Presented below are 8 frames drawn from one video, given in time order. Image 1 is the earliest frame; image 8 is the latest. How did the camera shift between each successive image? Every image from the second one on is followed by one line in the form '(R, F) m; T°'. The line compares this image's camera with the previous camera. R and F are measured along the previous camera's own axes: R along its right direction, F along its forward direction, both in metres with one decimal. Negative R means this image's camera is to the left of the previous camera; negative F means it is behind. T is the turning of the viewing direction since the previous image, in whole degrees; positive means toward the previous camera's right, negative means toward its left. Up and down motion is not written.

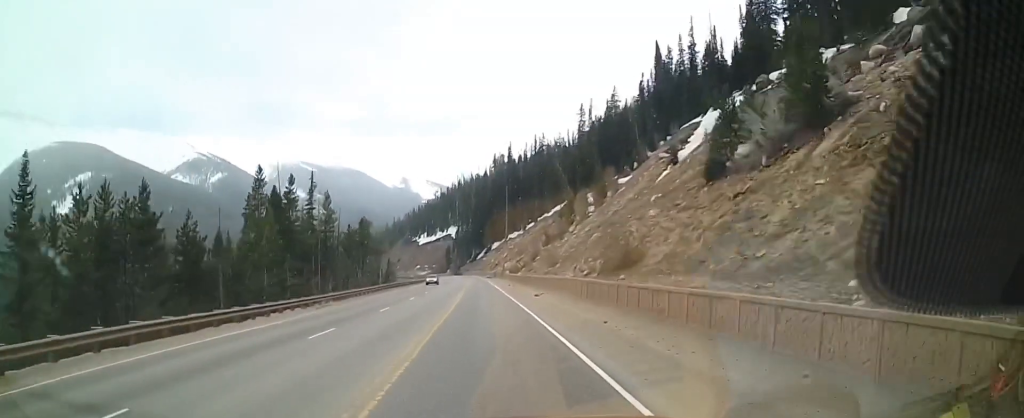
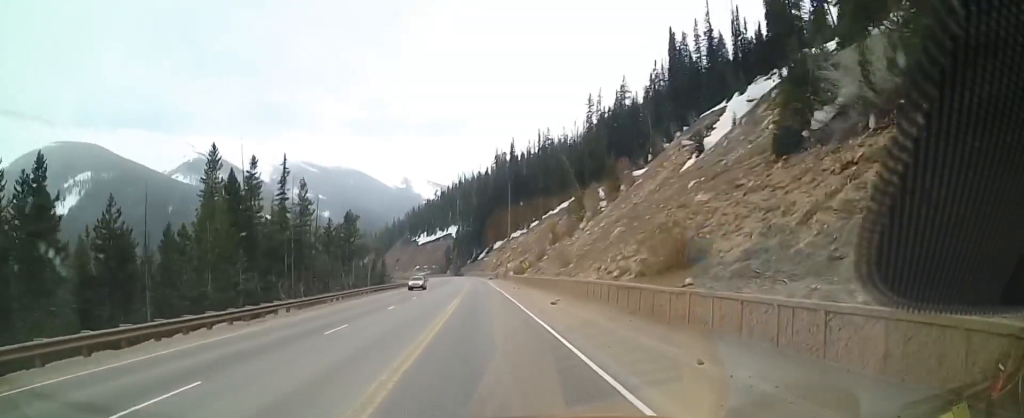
(+0.1, +10.3) m; -1°
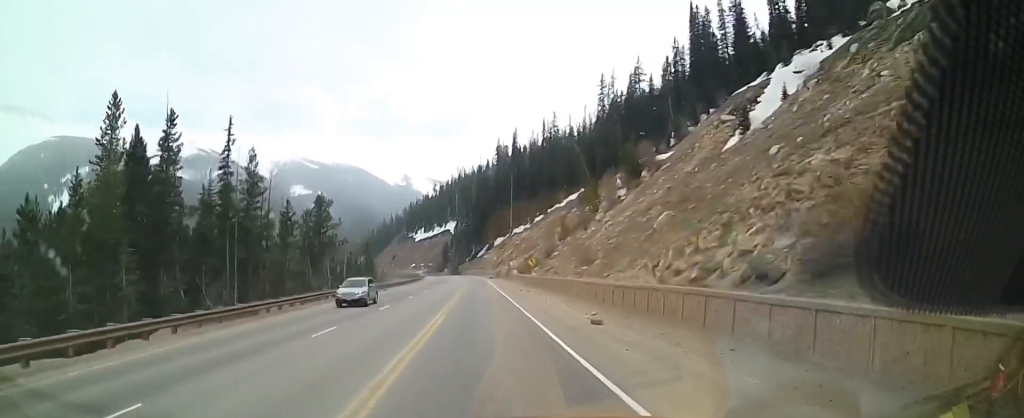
(-0.3, +14.0) m; 0°
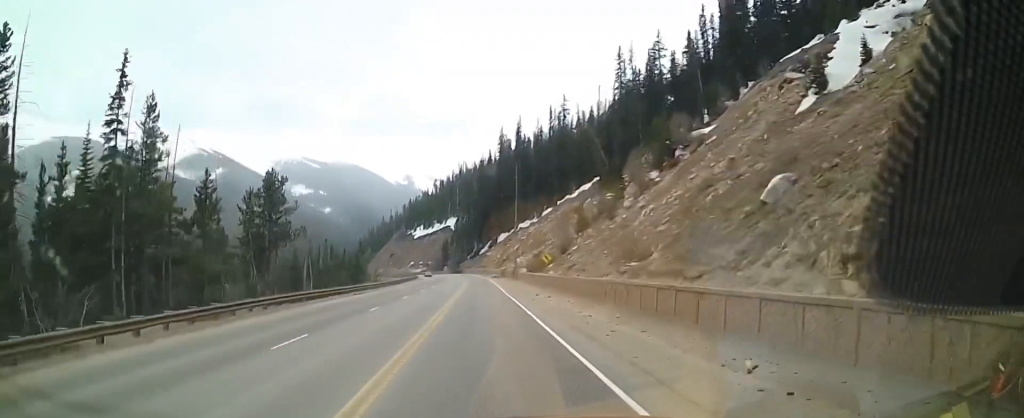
(+0.1, +15.9) m; 0°
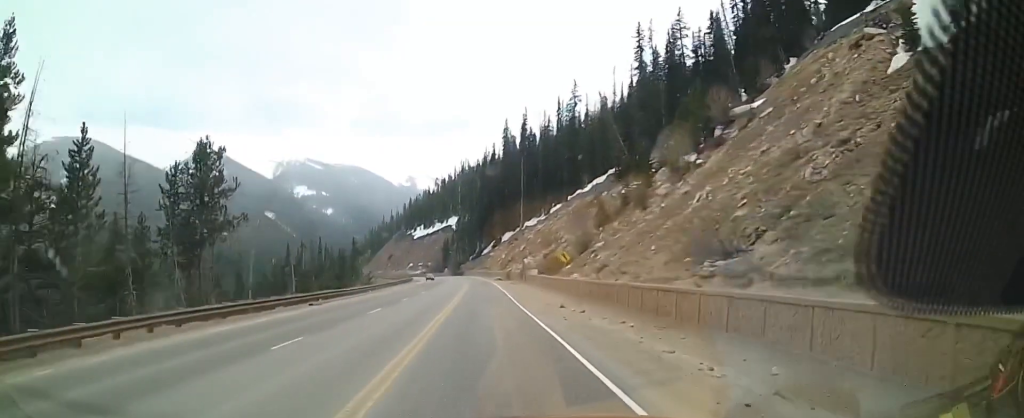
(+0.5, +12.9) m; -1°
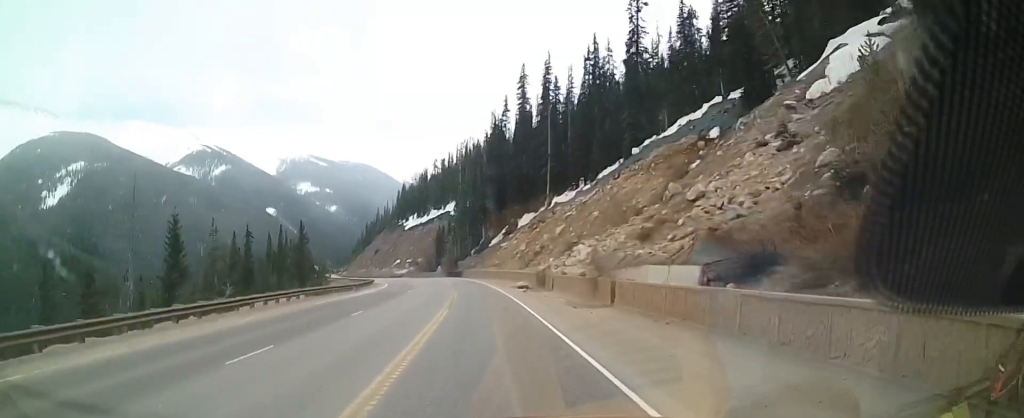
(-0.5, +54.7) m; +1°
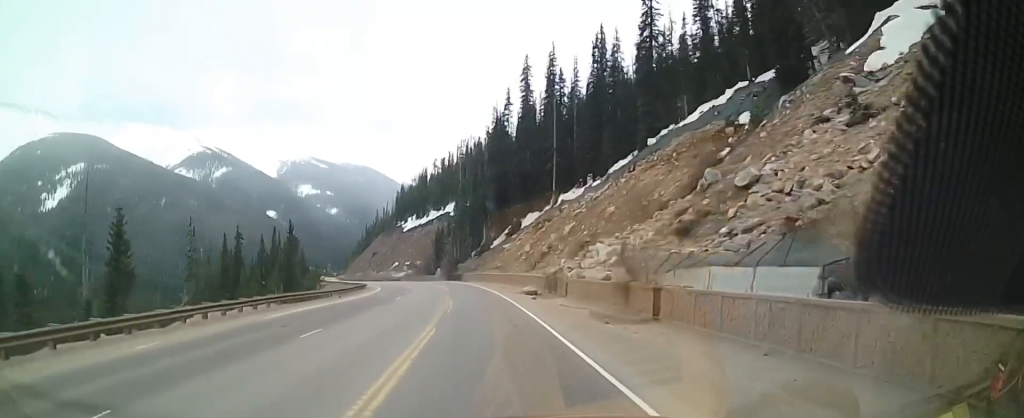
(+0.1, +7.4) m; 0°
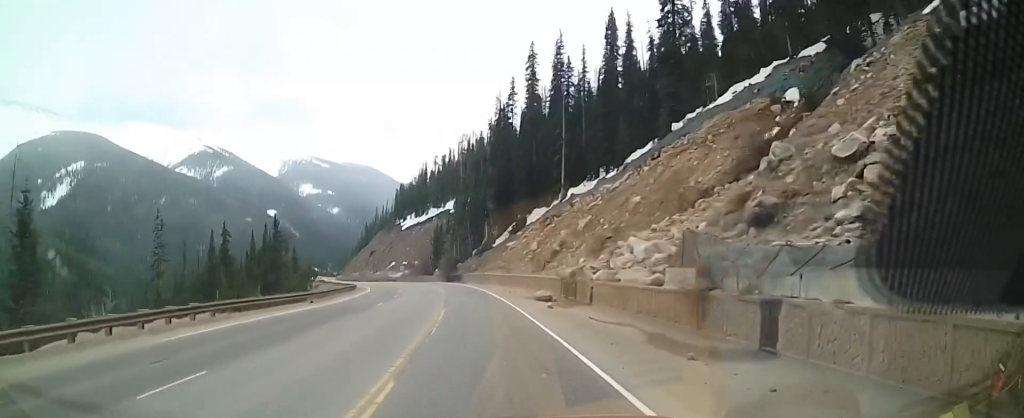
(+0.1, +9.1) m; 0°
